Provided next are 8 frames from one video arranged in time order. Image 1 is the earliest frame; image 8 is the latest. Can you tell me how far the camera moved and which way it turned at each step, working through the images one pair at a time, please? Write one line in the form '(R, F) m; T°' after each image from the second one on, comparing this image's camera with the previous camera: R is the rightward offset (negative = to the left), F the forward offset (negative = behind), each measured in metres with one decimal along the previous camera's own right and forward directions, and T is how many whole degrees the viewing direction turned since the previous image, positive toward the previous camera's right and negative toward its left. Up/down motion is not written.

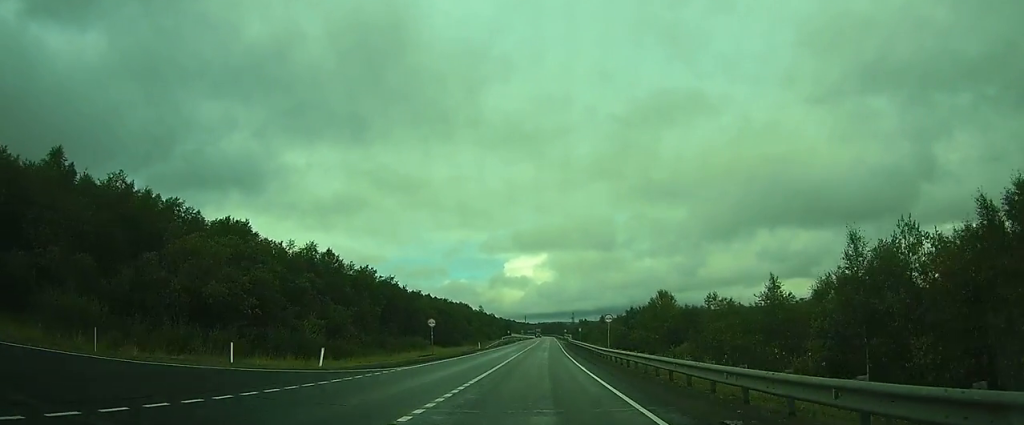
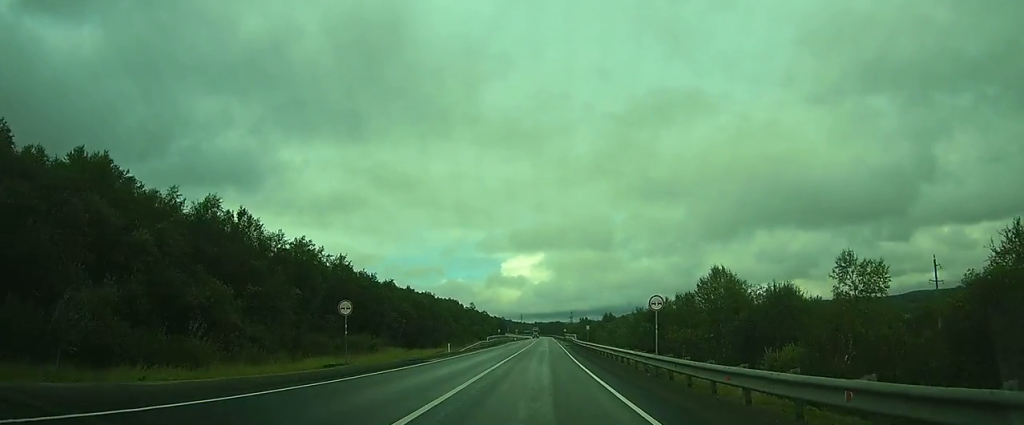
(+0.3, +19.7) m; +2°
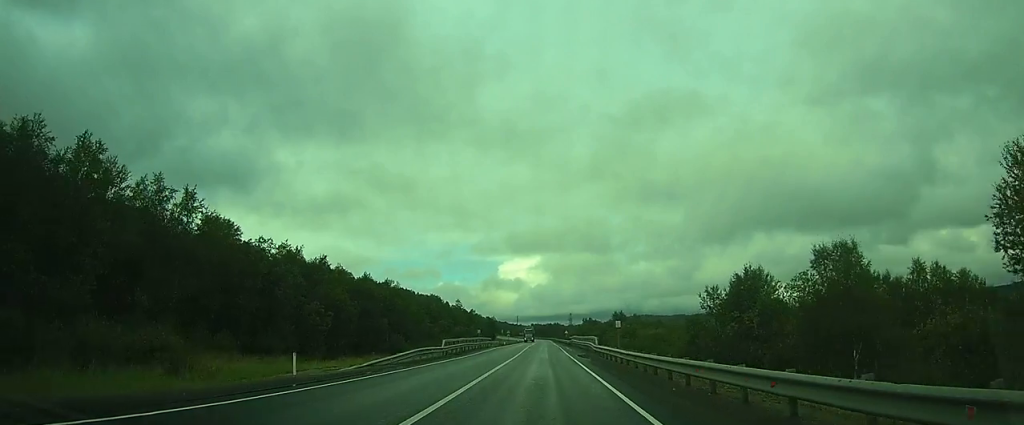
(+0.3, +28.8) m; +1°
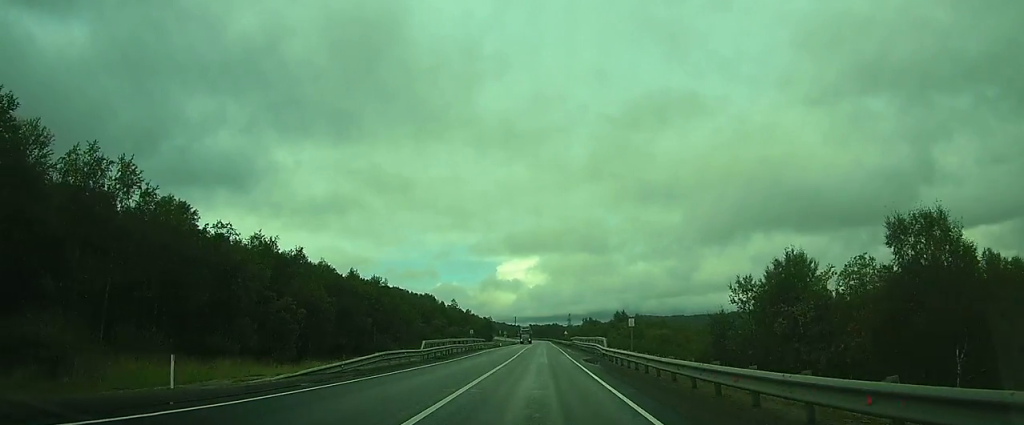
(0.0, +6.3) m; 0°
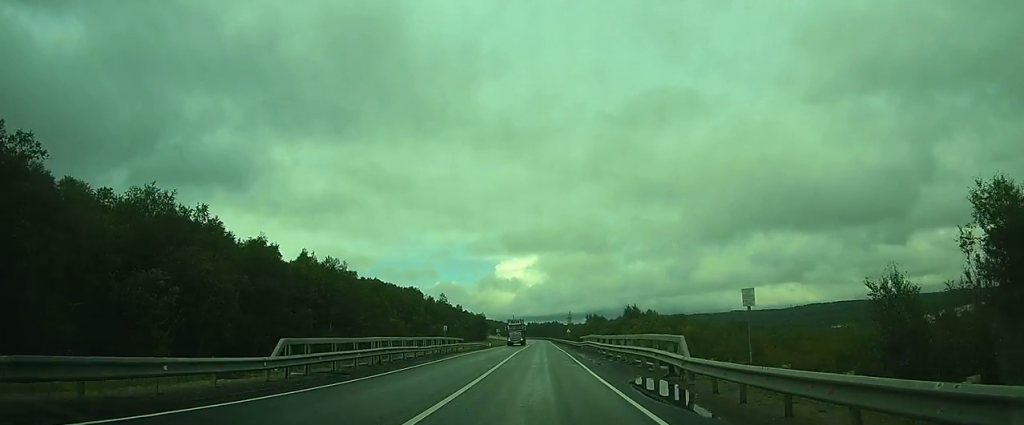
(0.0, +18.5) m; 0°
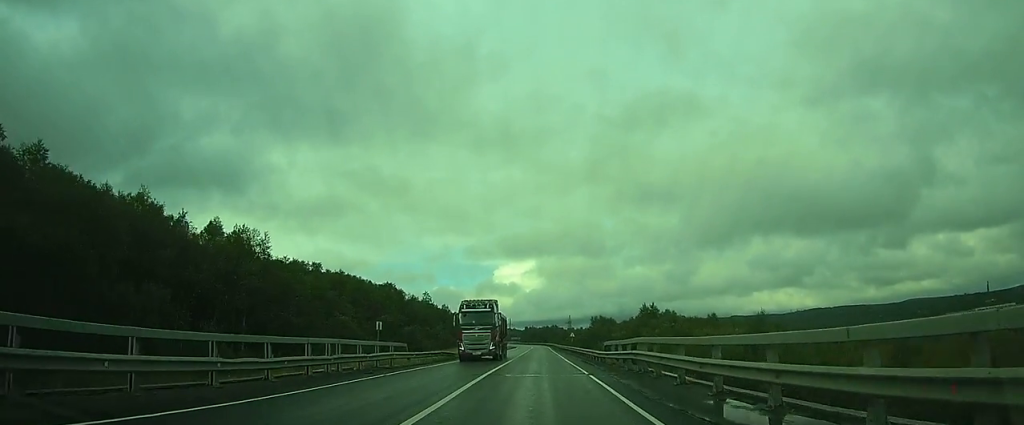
(0.0, +20.8) m; 0°
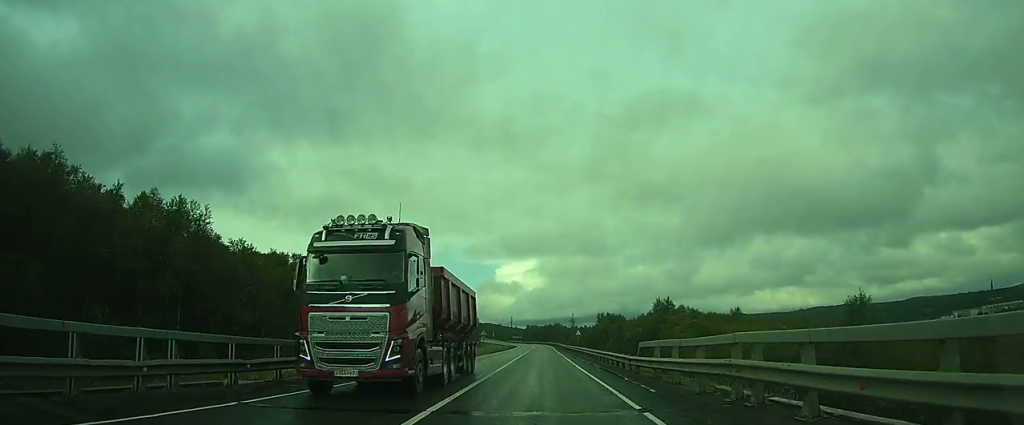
(0.0, +10.2) m; 0°
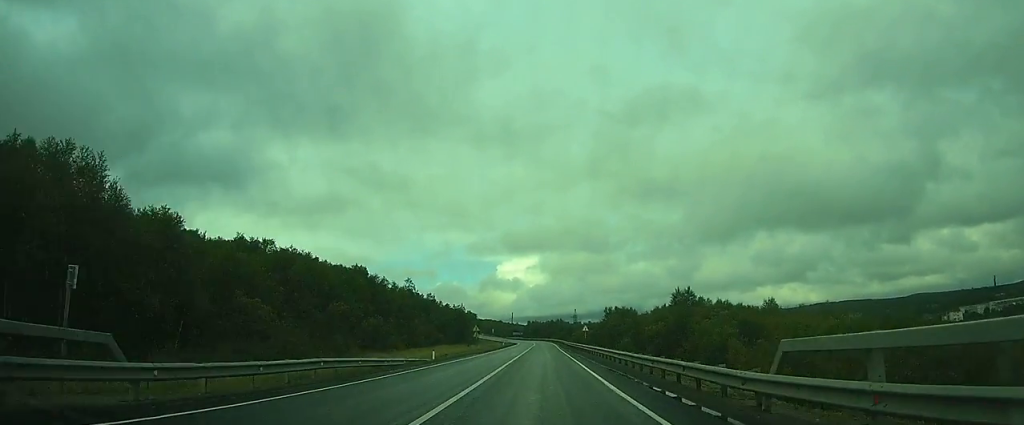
(-0.1, +11.9) m; 0°
